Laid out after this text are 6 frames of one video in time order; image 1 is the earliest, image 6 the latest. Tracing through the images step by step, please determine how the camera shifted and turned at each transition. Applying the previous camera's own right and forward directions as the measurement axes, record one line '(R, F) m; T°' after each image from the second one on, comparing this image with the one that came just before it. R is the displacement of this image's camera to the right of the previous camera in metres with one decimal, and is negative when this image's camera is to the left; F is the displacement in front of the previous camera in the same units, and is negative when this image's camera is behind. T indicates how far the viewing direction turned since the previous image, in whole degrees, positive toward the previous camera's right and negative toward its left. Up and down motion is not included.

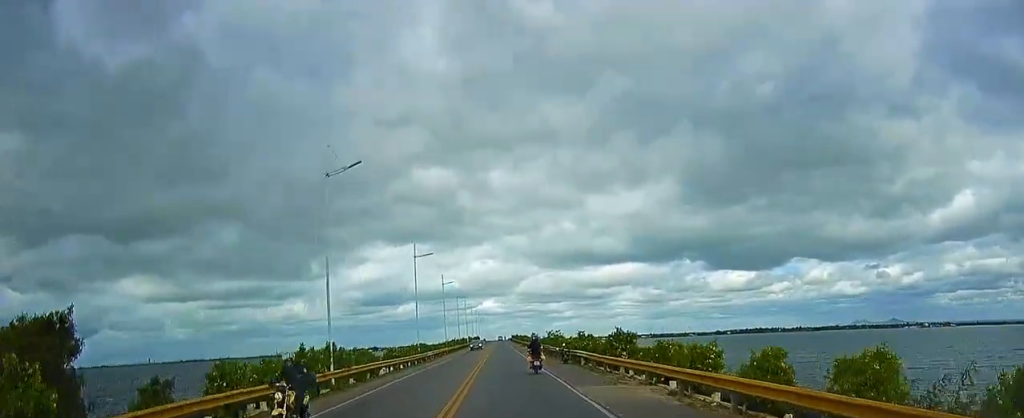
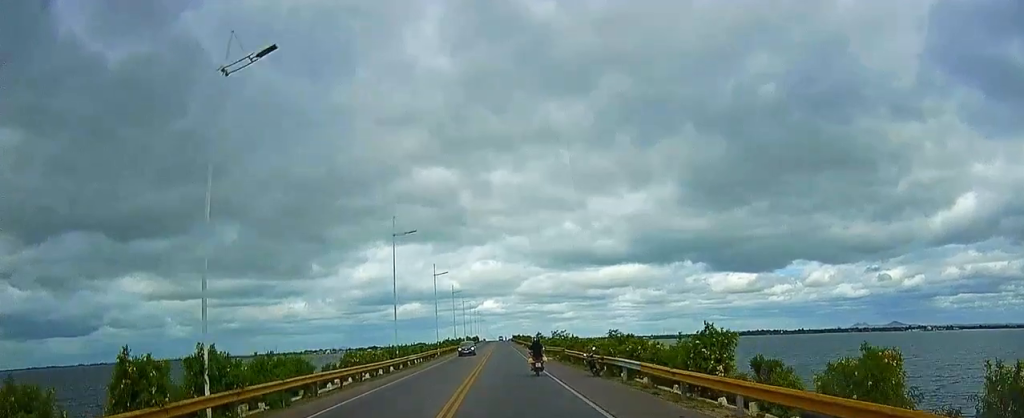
(-0.1, +12.2) m; 0°
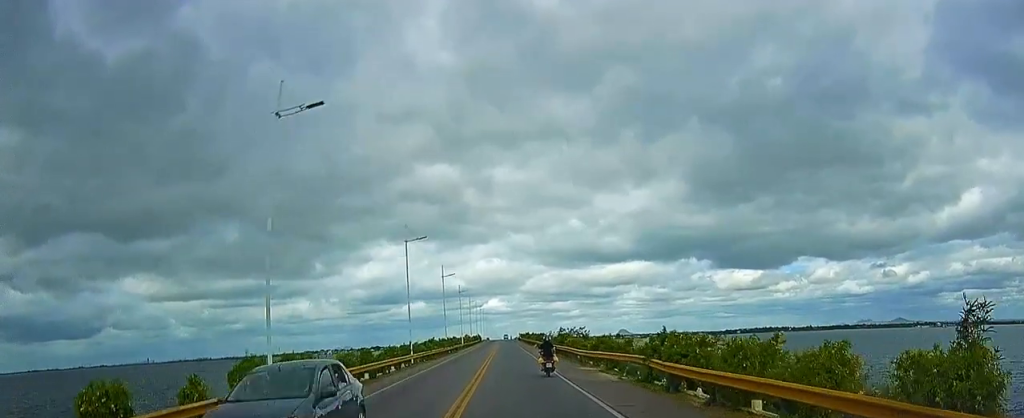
(+0.2, +25.8) m; -1°
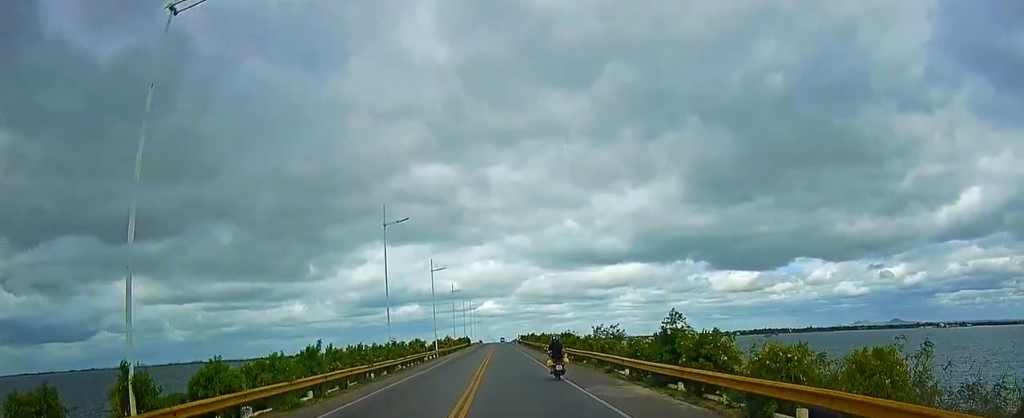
(-0.3, +38.5) m; -1°
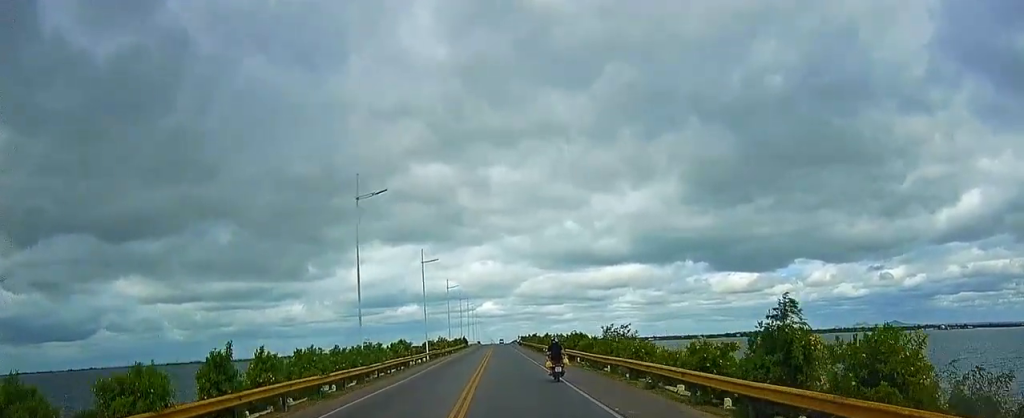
(-0.1, +8.2) m; 0°
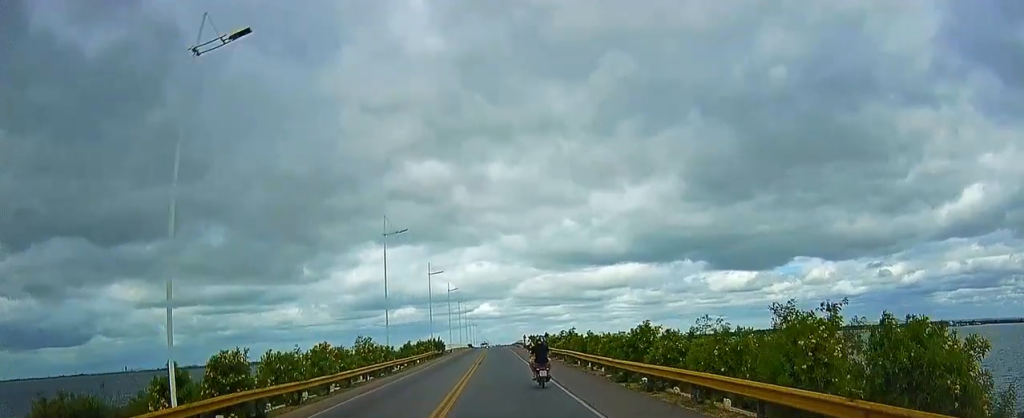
(+0.5, +49.4) m; +2°
